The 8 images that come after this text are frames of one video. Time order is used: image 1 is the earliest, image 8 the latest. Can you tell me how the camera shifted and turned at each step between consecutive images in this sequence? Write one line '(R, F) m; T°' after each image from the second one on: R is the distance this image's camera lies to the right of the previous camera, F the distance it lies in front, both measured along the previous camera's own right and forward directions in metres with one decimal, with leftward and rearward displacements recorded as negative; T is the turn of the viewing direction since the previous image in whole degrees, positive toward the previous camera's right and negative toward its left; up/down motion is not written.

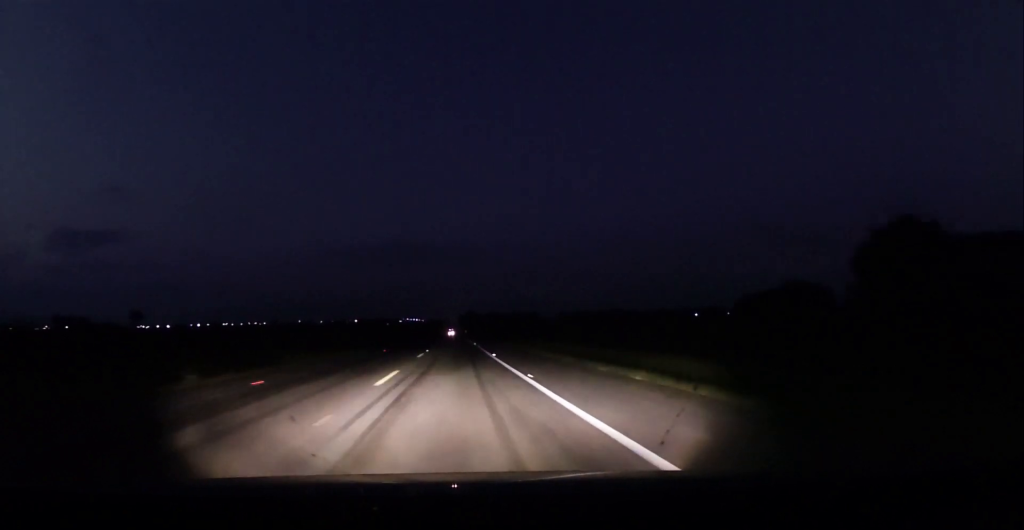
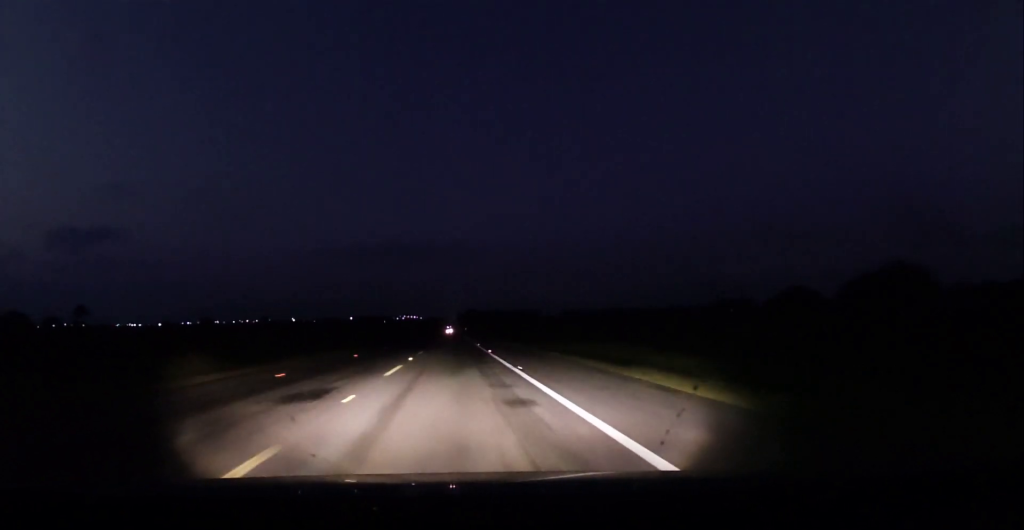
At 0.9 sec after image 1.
(0.0, +29.7) m; 0°
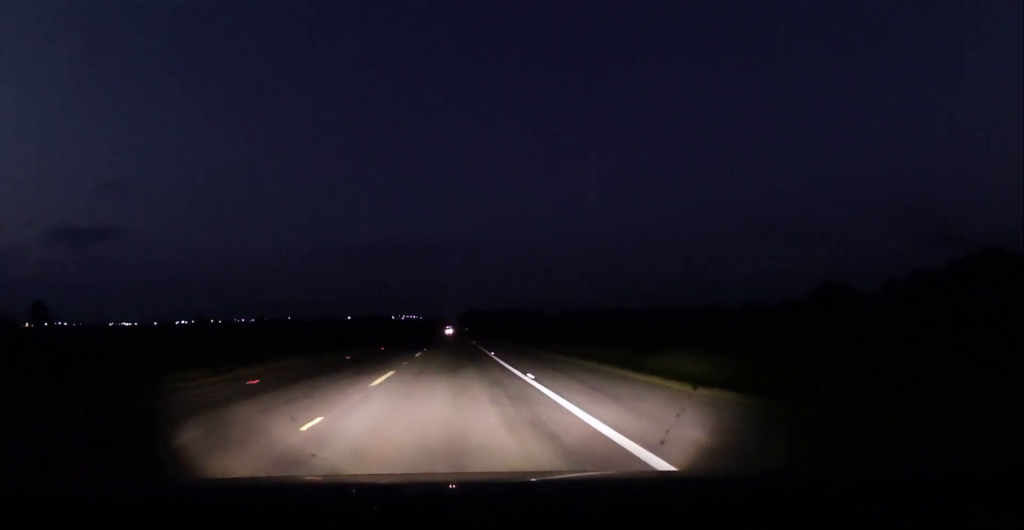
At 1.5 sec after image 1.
(0.0, +18.8) m; 0°
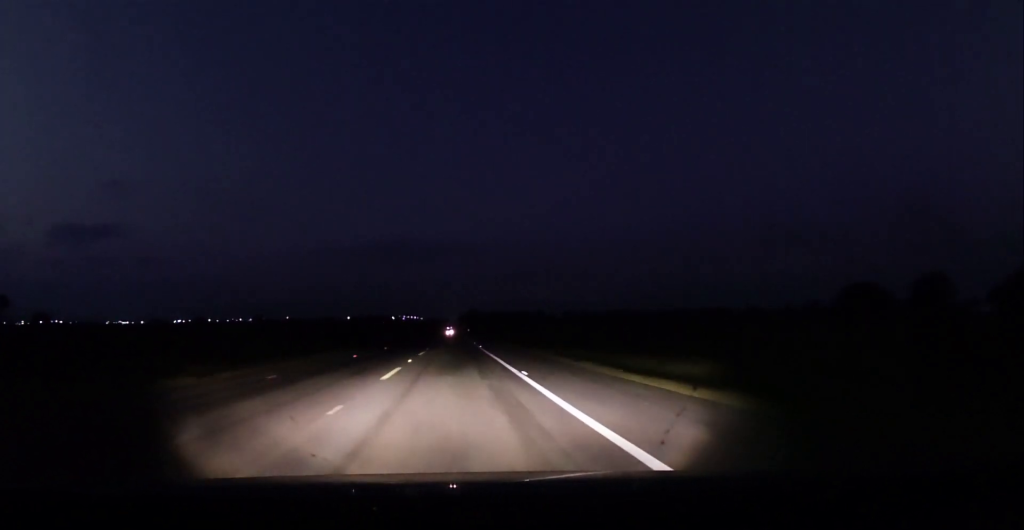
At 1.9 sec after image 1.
(0.0, +14.3) m; 0°
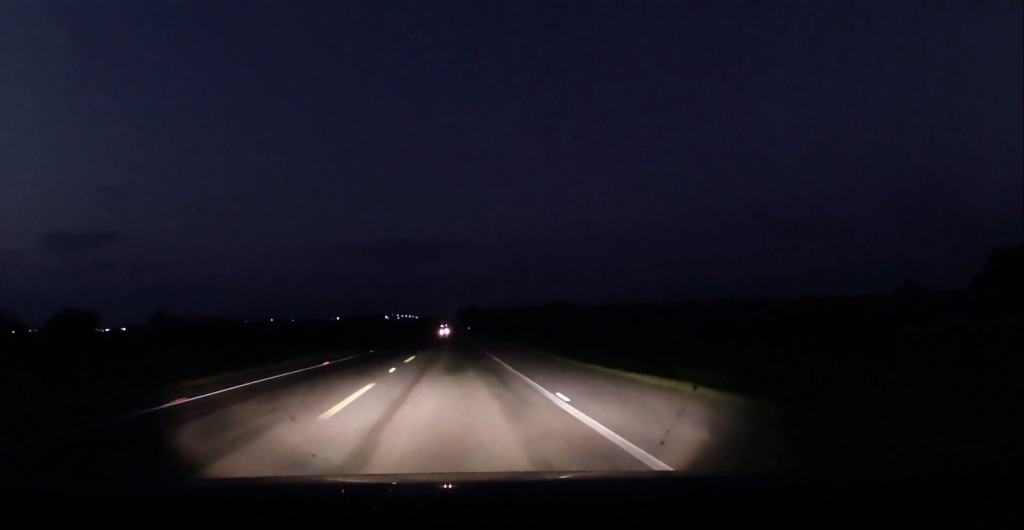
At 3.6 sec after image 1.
(0.0, +55.0) m; 0°
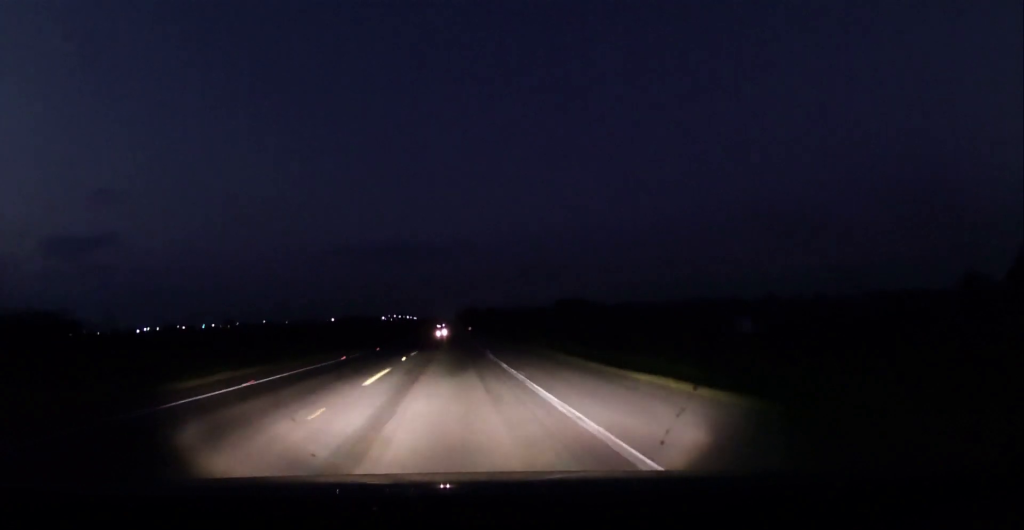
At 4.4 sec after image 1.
(0.0, +26.4) m; 0°
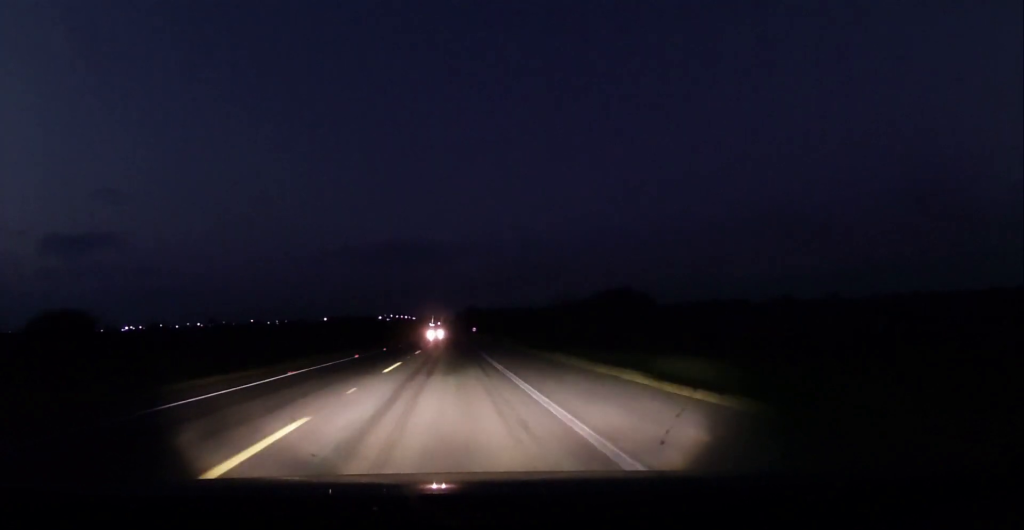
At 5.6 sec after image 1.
(0.0, +41.8) m; 0°
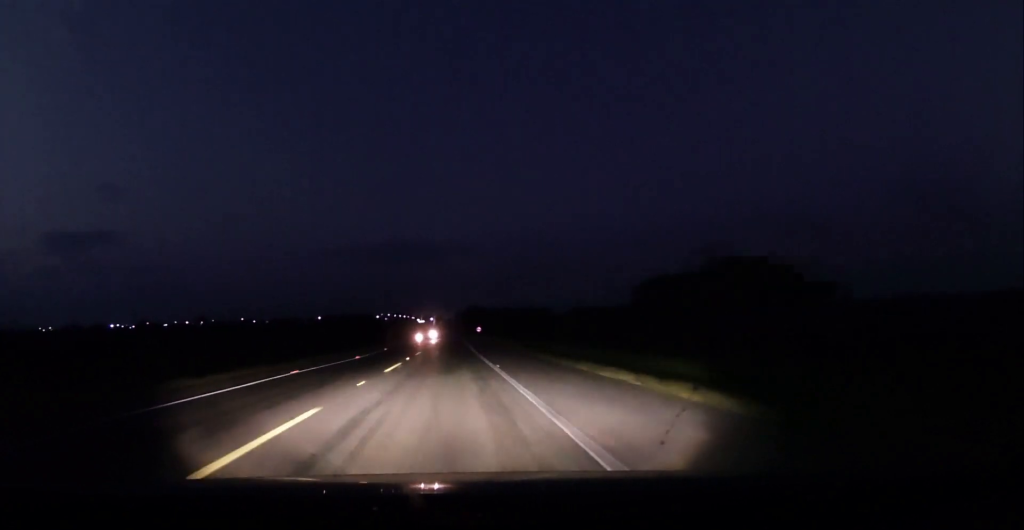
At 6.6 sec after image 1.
(0.0, +30.8) m; 0°
